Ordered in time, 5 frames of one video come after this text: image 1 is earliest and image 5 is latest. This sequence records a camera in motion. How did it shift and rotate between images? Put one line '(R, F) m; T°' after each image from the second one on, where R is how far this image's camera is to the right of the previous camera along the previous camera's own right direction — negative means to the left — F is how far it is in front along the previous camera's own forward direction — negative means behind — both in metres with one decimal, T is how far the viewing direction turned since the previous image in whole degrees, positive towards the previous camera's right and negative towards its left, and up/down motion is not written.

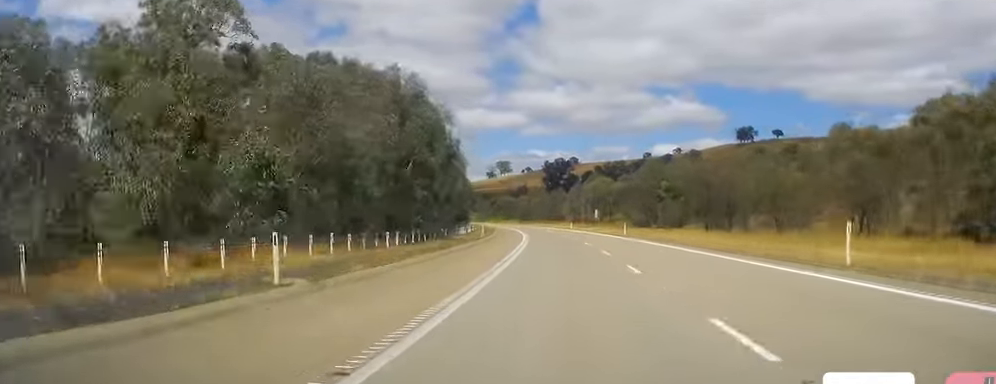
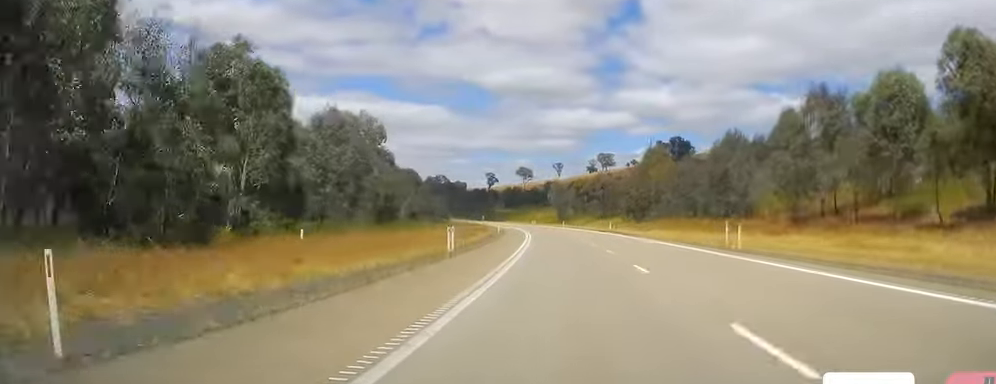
(-10.4, +137.9) m; -8°
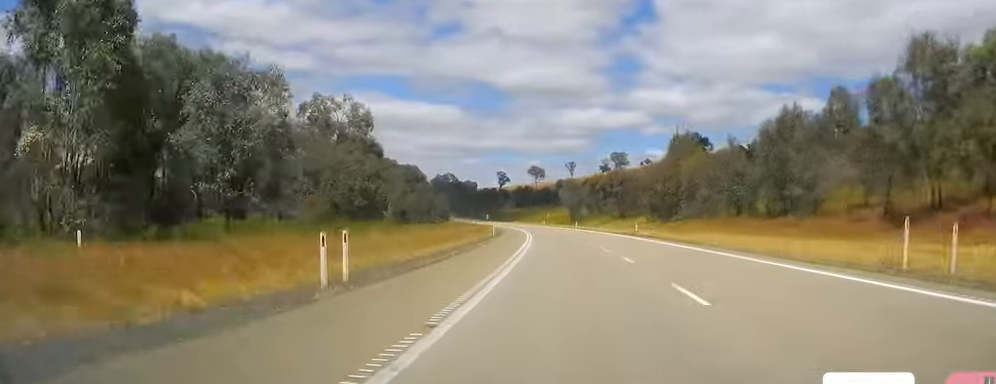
(+0.2, +17.4) m; -1°
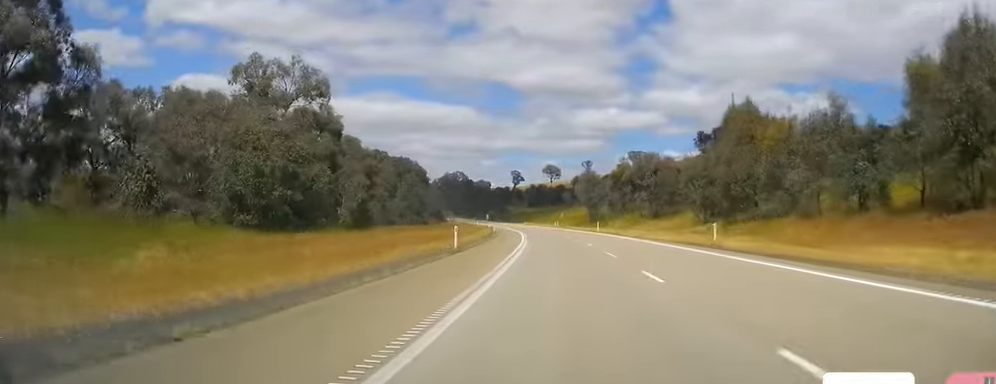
(-0.7, +29.0) m; -2°
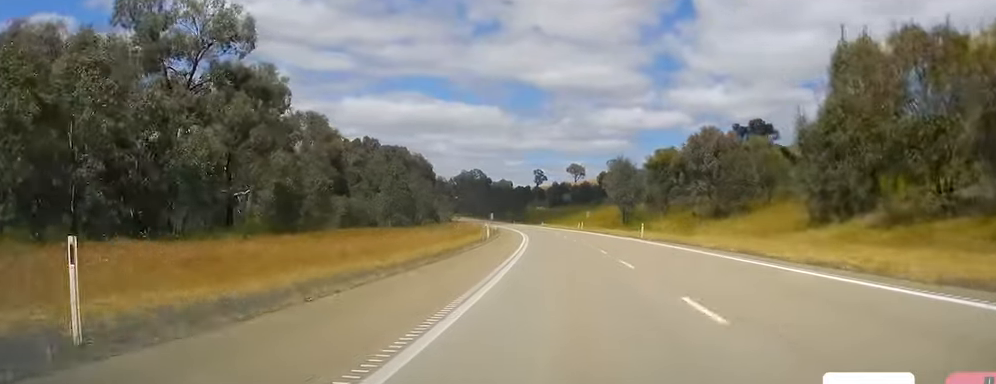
(-0.2, +29.1) m; -1°
